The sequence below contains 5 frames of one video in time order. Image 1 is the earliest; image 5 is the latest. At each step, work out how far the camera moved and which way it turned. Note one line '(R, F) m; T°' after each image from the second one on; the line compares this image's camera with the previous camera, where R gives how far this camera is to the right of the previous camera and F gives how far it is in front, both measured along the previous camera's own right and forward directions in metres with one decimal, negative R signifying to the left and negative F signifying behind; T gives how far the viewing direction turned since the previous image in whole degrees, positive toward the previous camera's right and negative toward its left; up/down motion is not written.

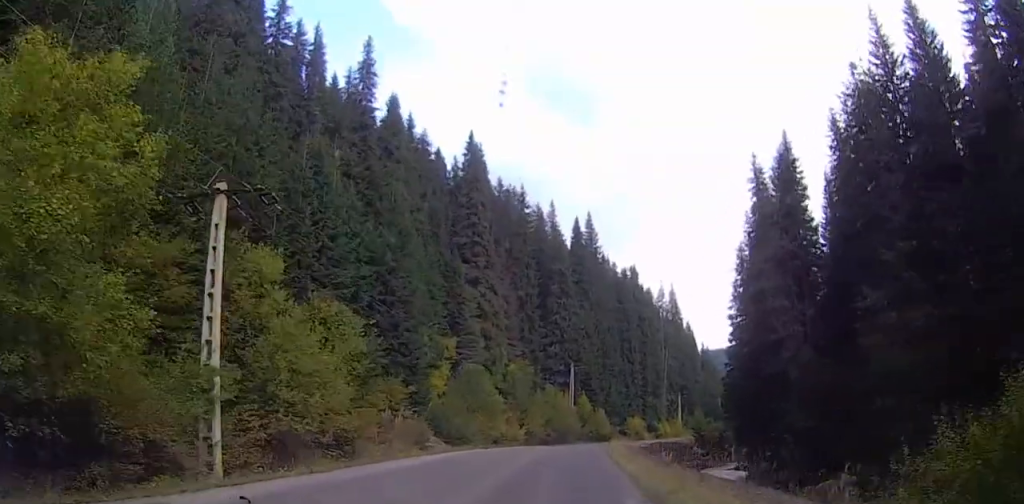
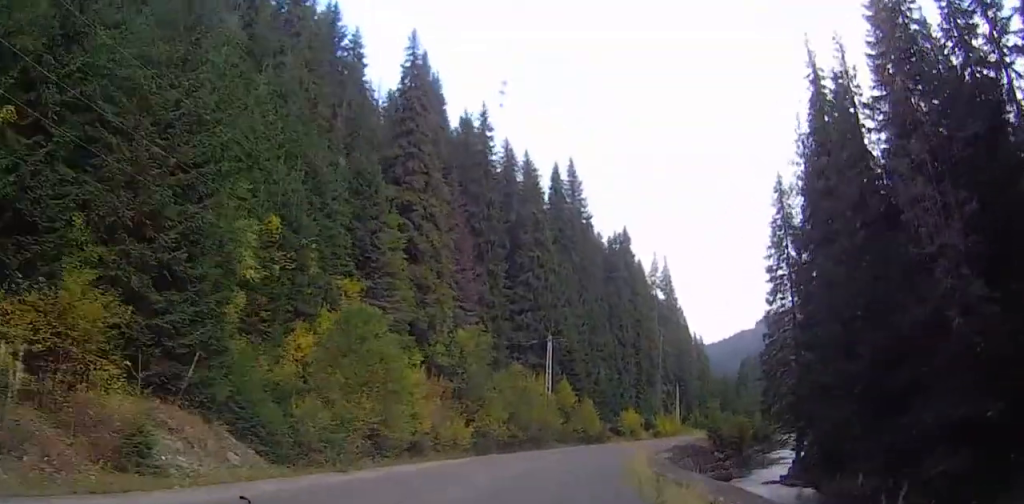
(+0.6, +25.5) m; +4°
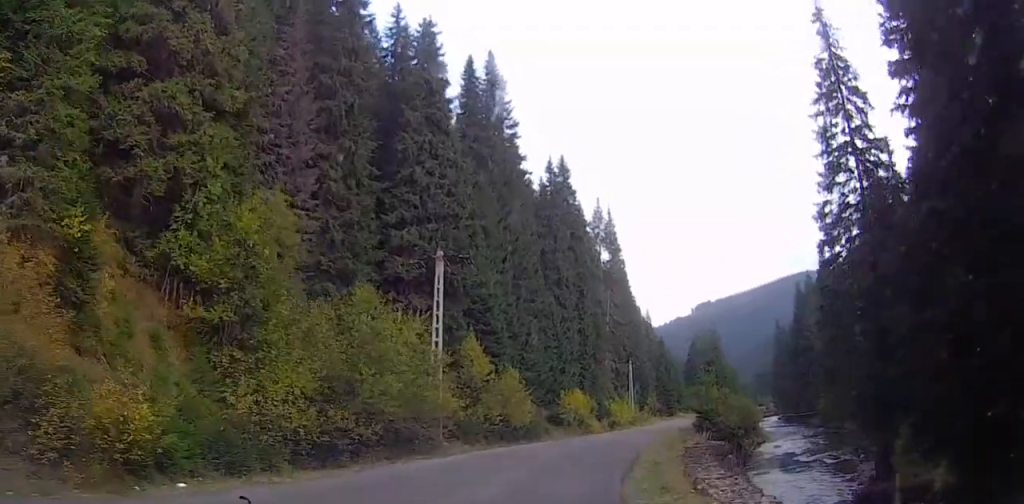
(+1.1, +29.3) m; +13°
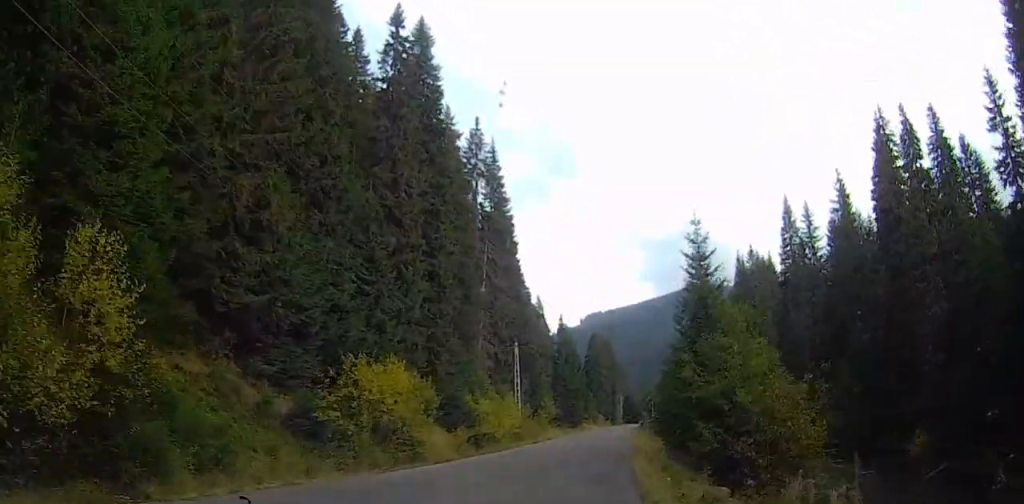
(-0.7, +26.0) m; -11°
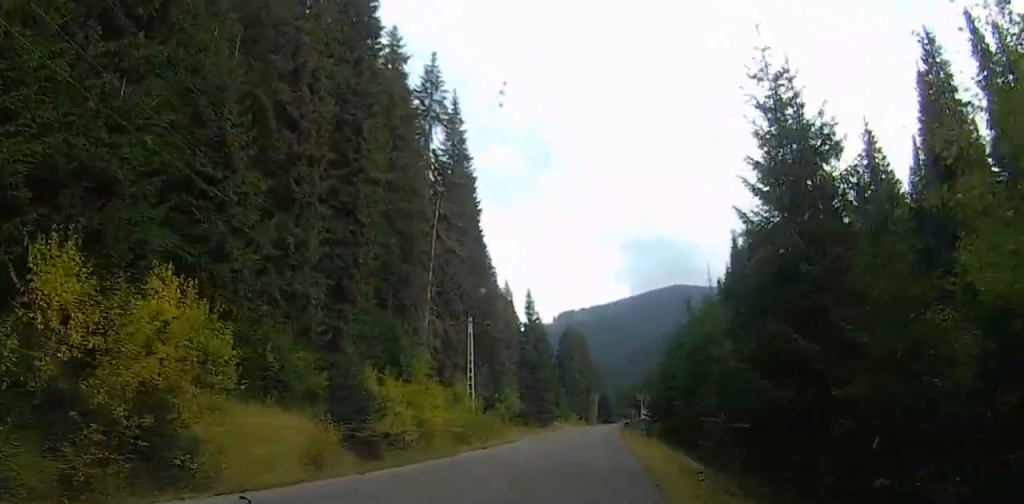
(+1.3, +20.7) m; +8°
